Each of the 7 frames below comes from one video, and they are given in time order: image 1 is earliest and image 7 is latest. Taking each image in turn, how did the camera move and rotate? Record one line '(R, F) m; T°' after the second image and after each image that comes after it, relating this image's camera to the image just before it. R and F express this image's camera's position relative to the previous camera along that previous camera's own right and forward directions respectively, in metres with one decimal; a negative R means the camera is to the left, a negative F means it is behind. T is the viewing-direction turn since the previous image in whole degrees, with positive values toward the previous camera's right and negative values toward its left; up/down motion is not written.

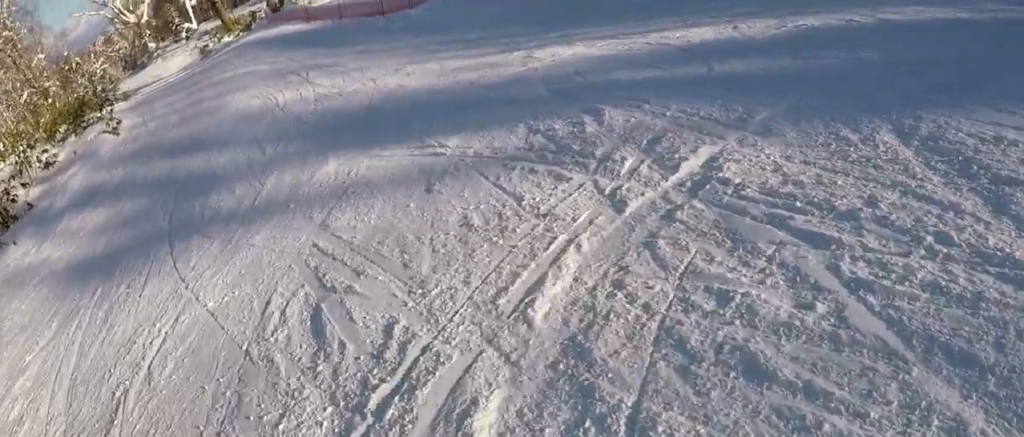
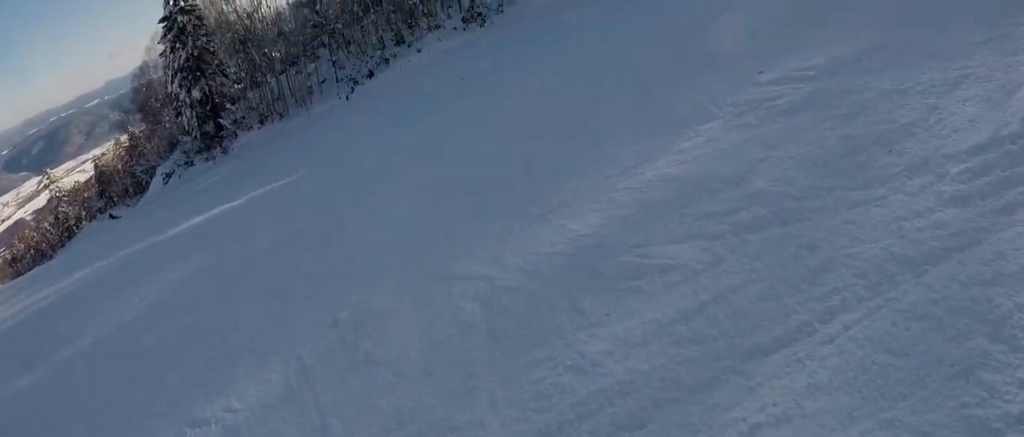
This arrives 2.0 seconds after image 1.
(+7.4, +9.2) m; +66°
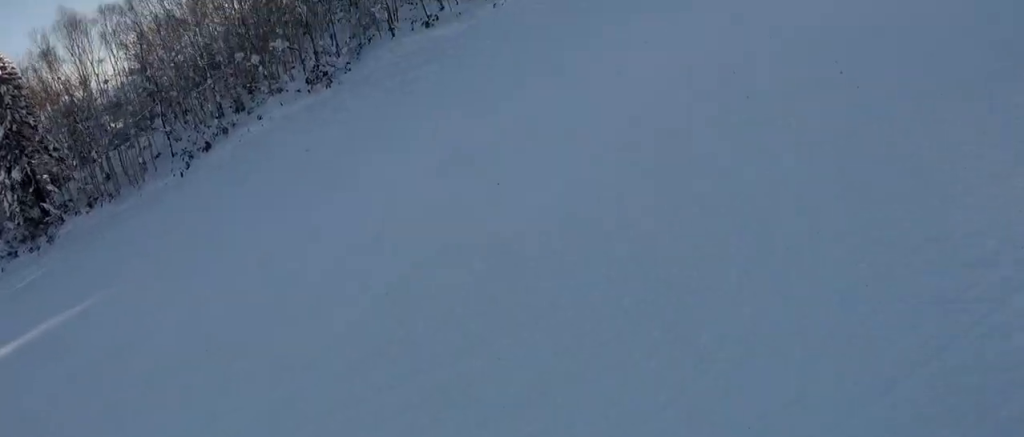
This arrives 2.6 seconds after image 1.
(+0.5, +4.3) m; +10°
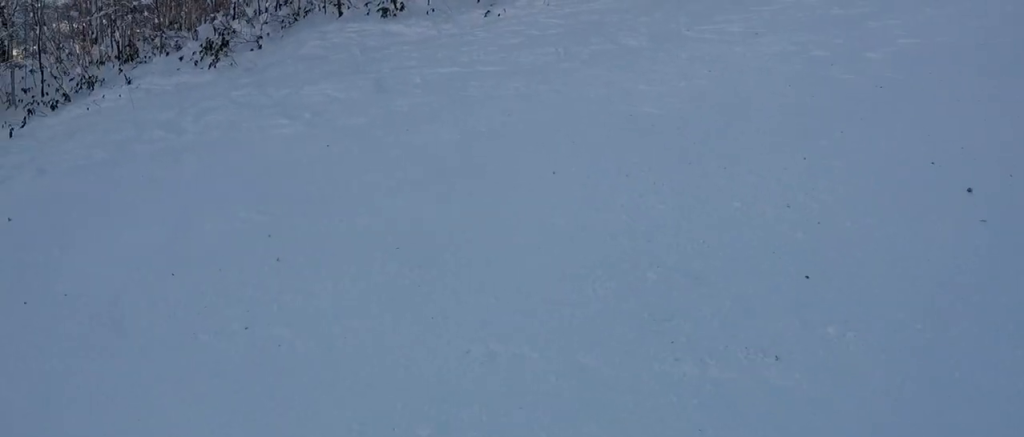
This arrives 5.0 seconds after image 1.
(+1.5, +14.8) m; -4°
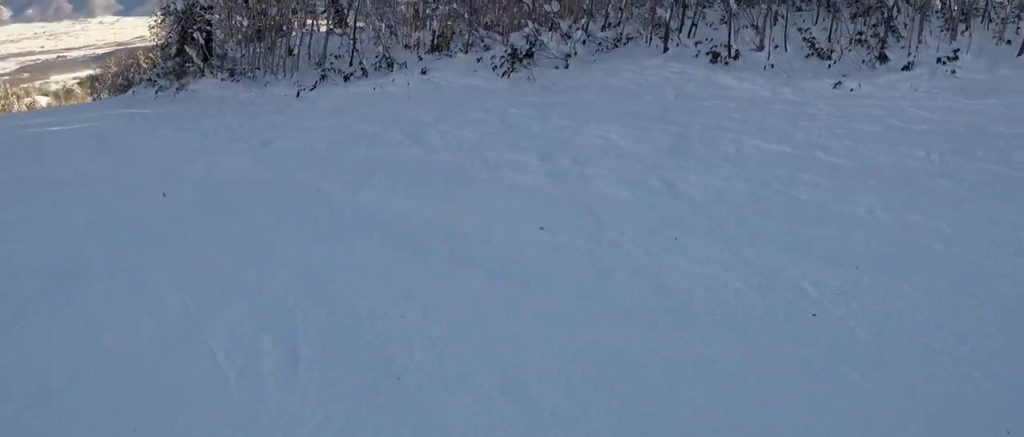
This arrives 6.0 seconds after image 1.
(-1.0, +5.0) m; -37°
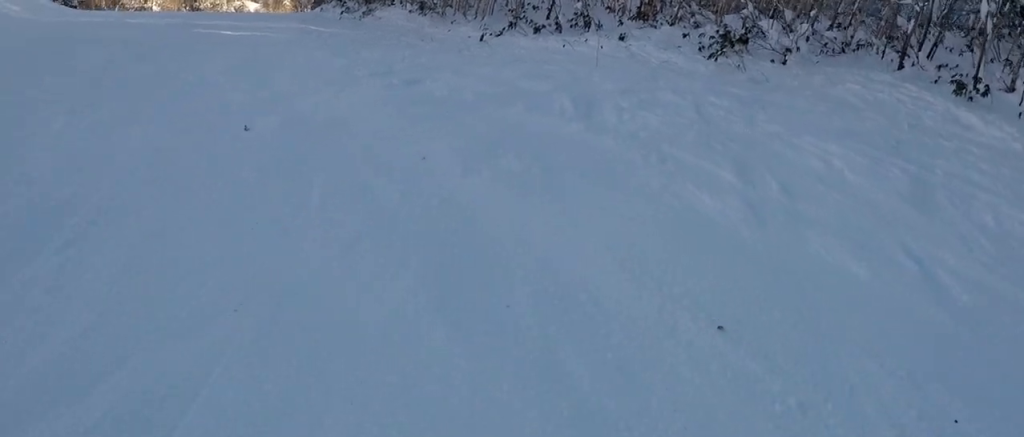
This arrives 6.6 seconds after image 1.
(-0.5, +2.8) m; -24°
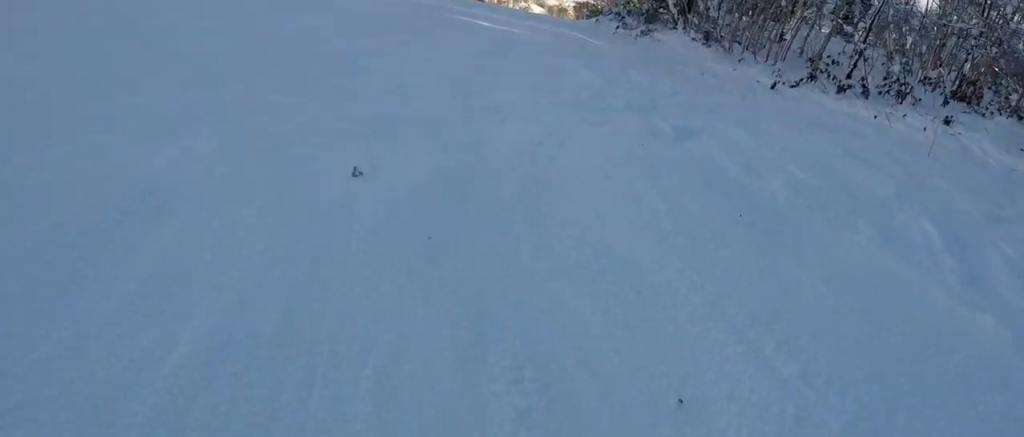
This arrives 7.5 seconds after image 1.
(-1.6, +4.8) m; -22°
